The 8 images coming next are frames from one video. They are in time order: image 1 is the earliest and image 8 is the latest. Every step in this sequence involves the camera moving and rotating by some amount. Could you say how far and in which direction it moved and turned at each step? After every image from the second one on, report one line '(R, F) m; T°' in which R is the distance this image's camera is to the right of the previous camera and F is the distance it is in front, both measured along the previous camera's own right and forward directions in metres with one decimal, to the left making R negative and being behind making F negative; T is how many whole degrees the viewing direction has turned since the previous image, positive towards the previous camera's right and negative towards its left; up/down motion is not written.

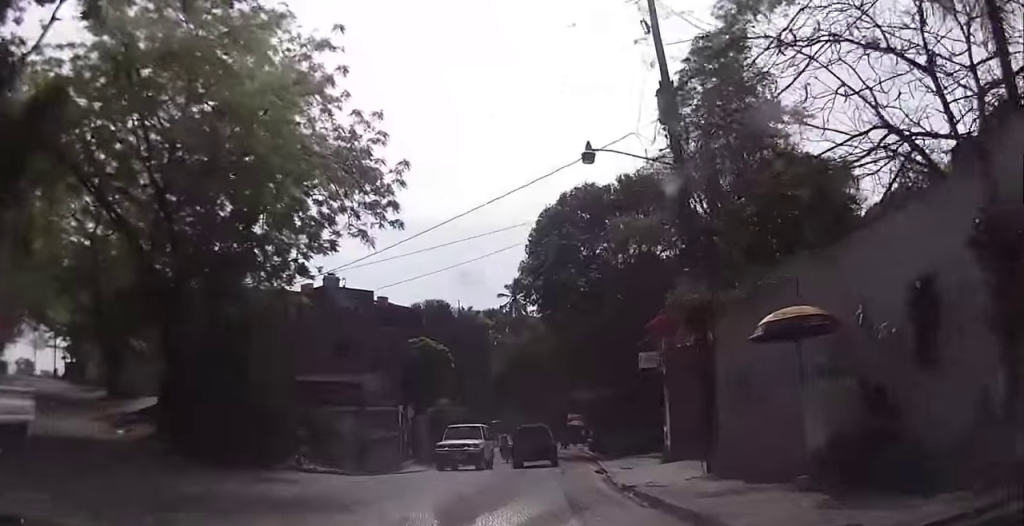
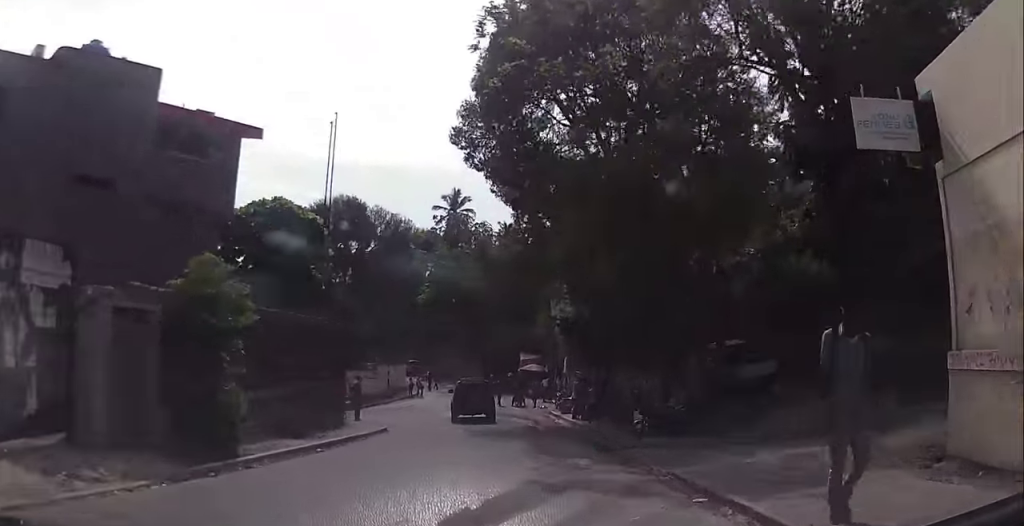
(+0.4, +21.7) m; +6°
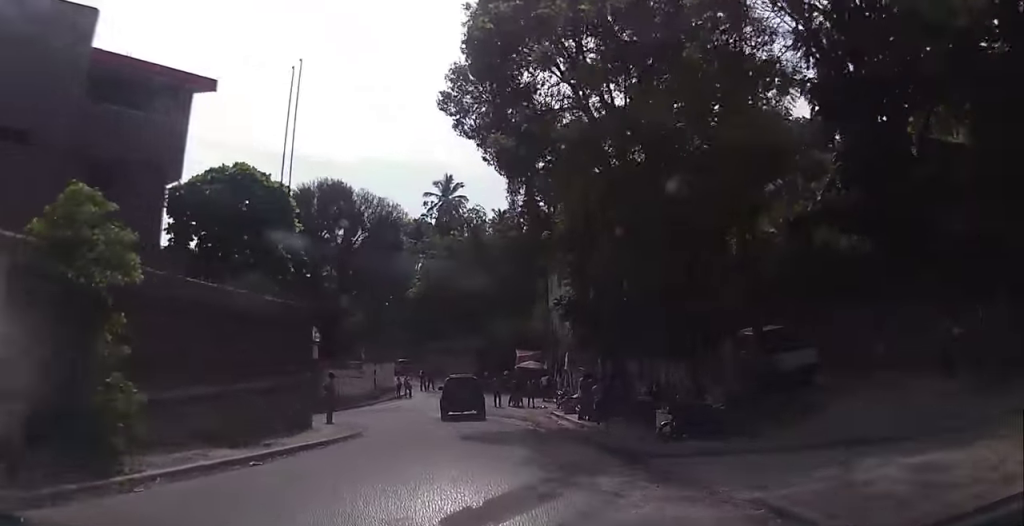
(+0.3, +3.5) m; +1°
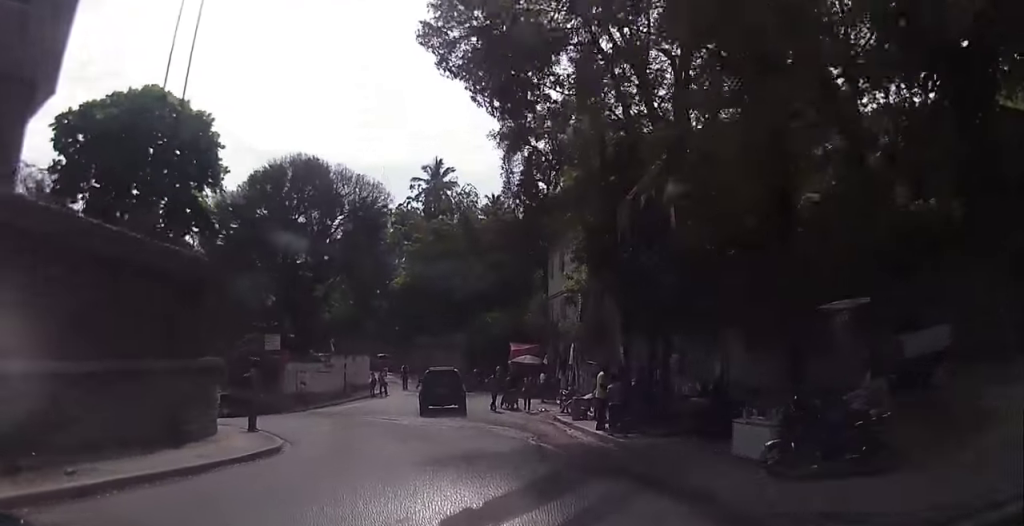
(0.0, +6.4) m; -1°
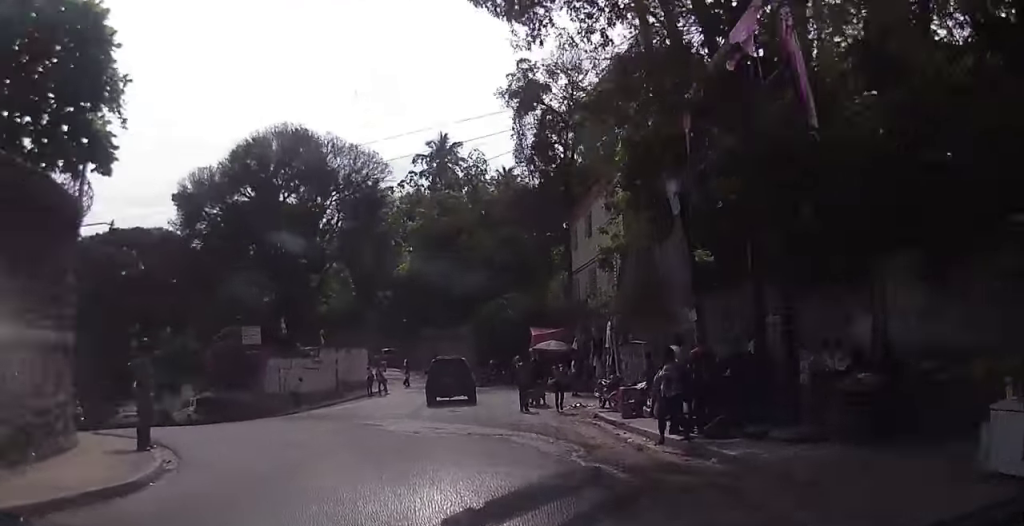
(-0.2, +6.4) m; -3°
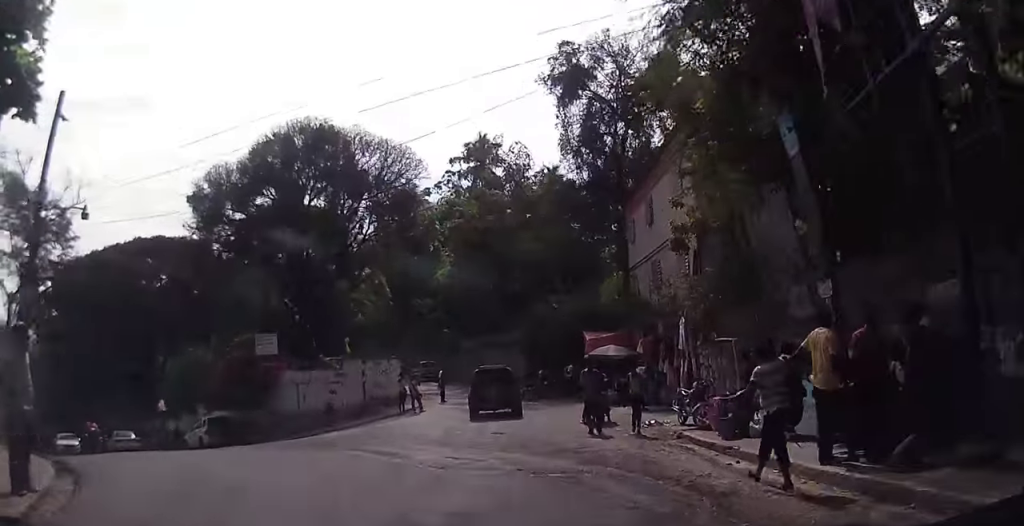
(0.0, +4.8) m; -2°
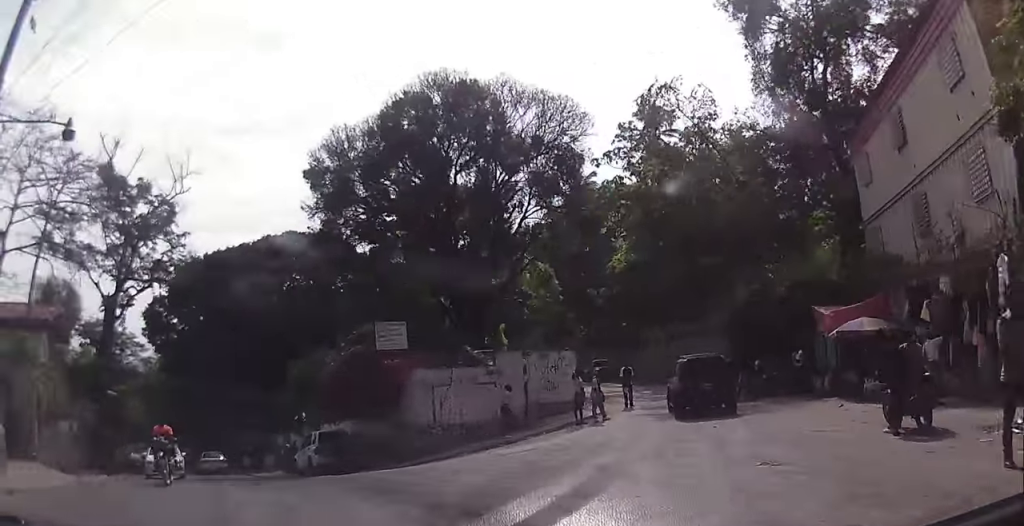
(-0.4, +7.9) m; -17°
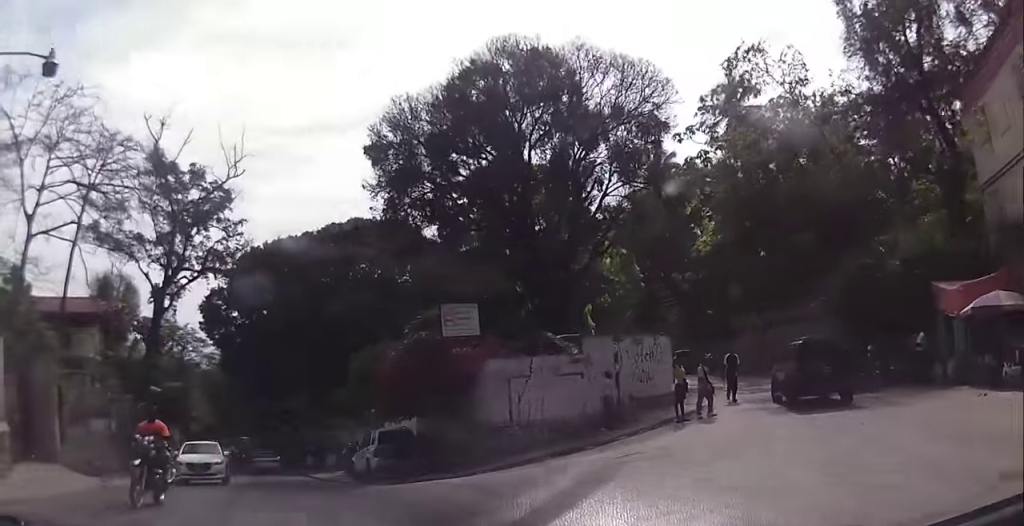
(-0.5, +2.7) m; -6°
